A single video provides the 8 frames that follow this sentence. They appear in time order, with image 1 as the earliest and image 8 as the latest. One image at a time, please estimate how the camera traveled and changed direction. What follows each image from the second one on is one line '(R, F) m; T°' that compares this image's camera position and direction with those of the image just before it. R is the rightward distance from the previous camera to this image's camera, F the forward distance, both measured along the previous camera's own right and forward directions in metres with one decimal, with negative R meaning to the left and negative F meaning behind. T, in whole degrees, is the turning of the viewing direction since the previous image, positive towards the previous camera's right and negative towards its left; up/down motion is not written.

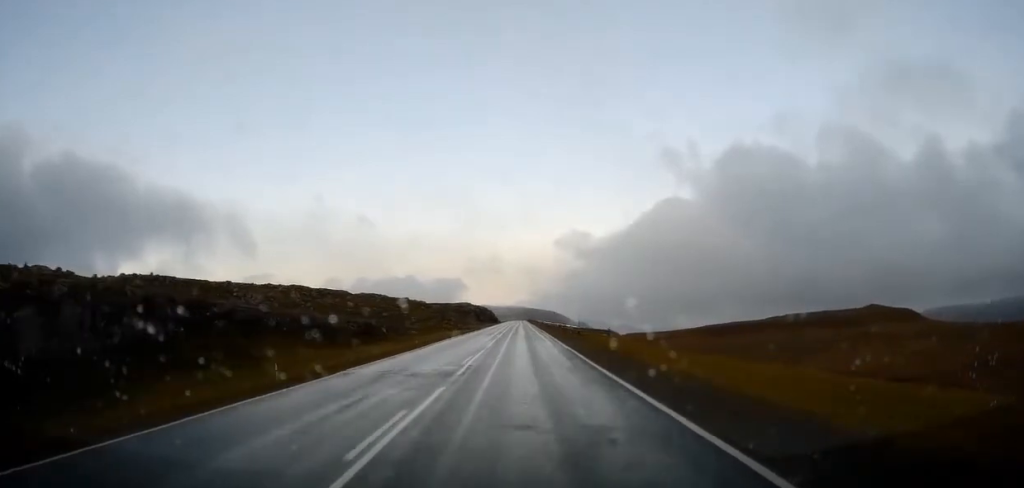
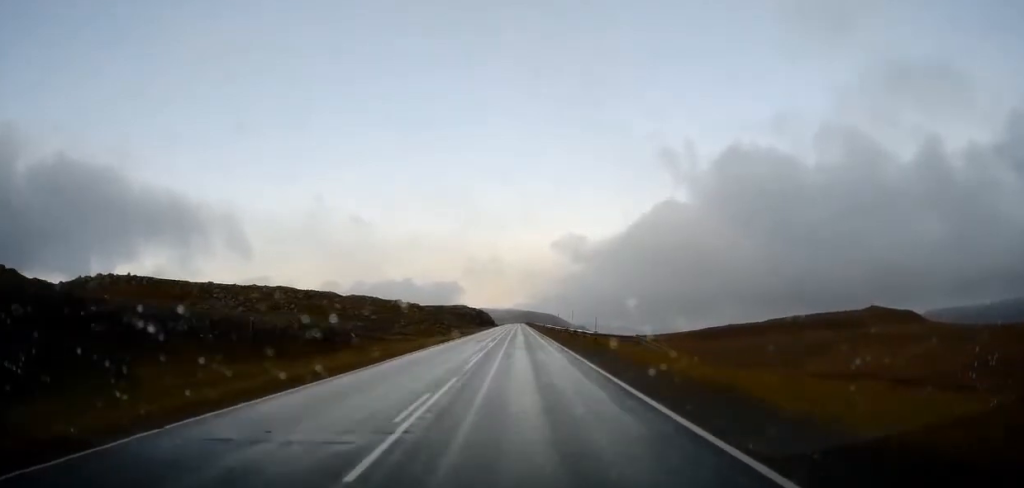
(-0.2, +9.8) m; -1°
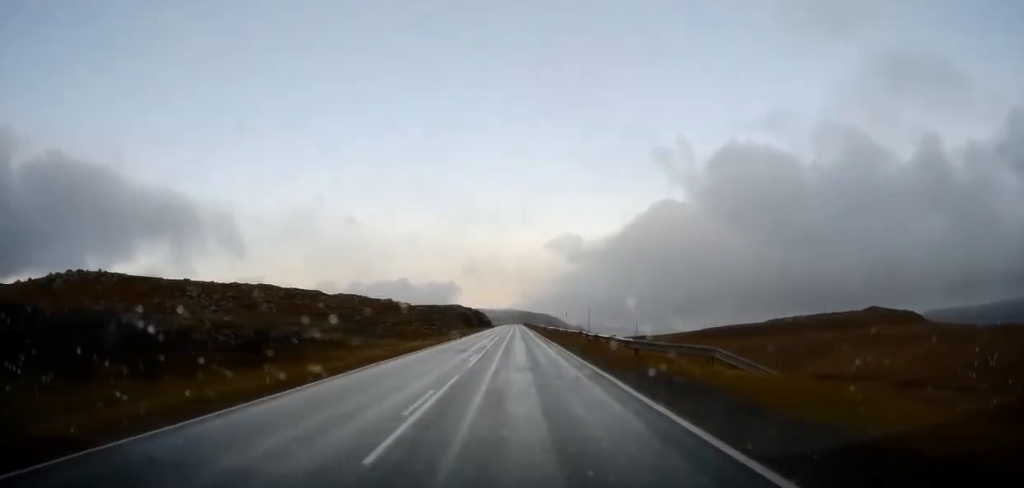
(0.0, +11.5) m; +1°
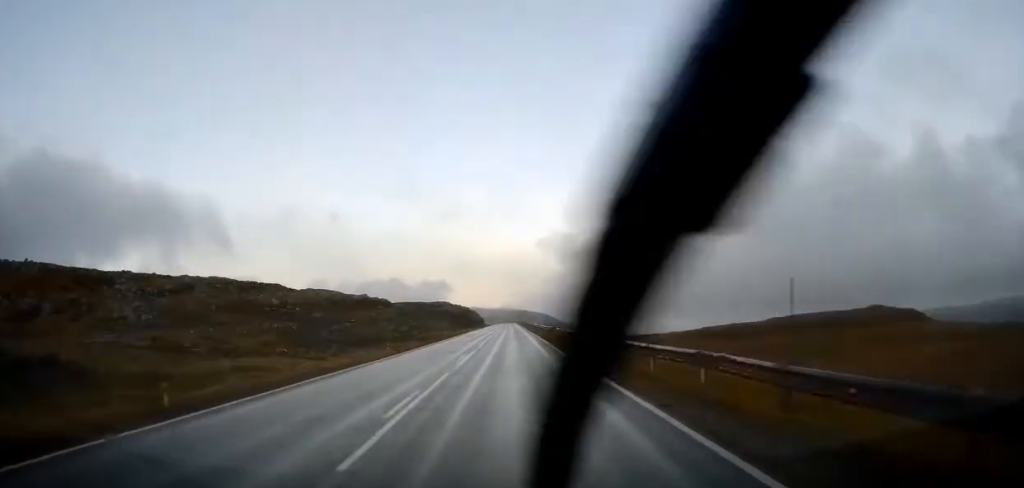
(+0.6, +24.9) m; +3°
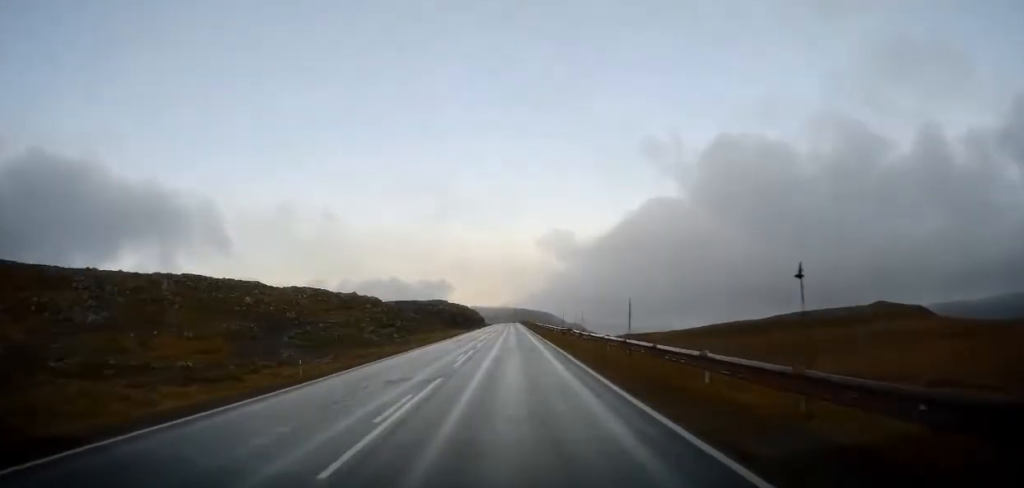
(+0.1, +12.8) m; -1°
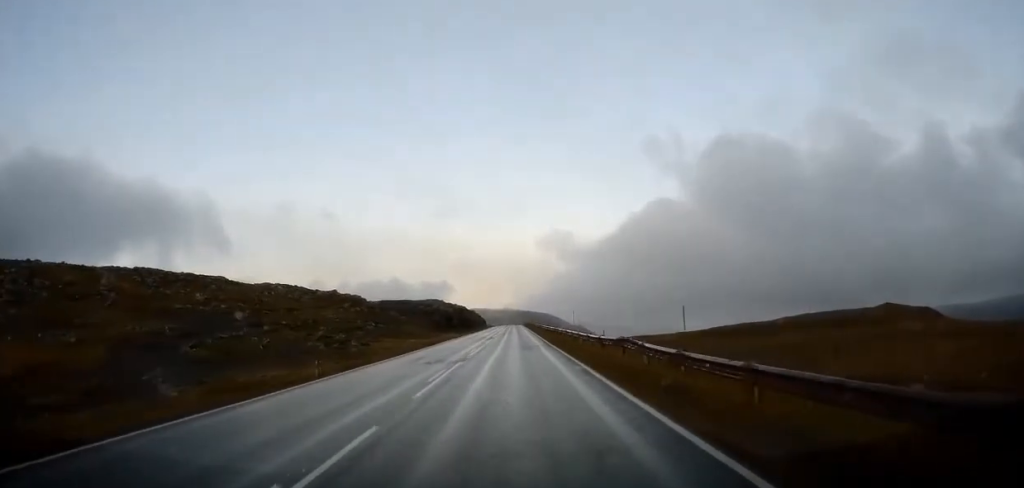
(-0.4, +18.5) m; 0°
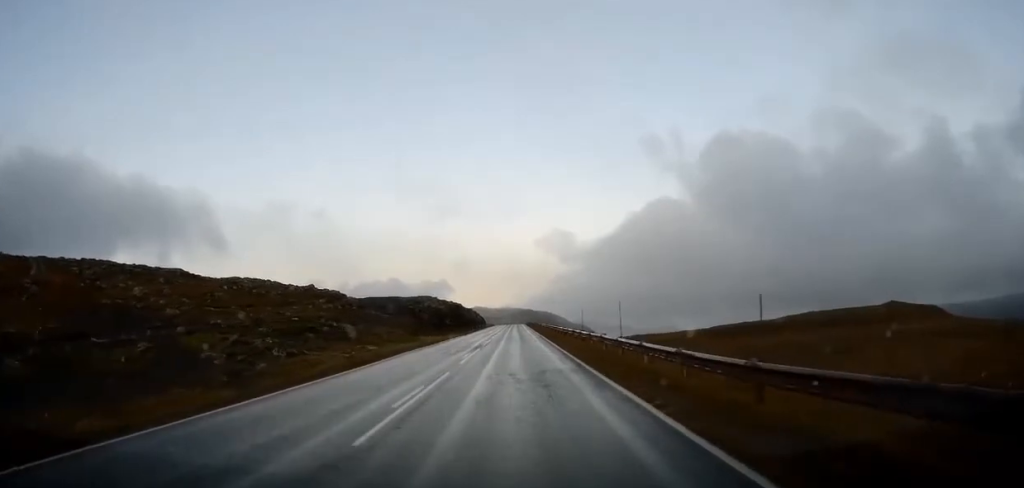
(+0.3, +16.1) m; +1°
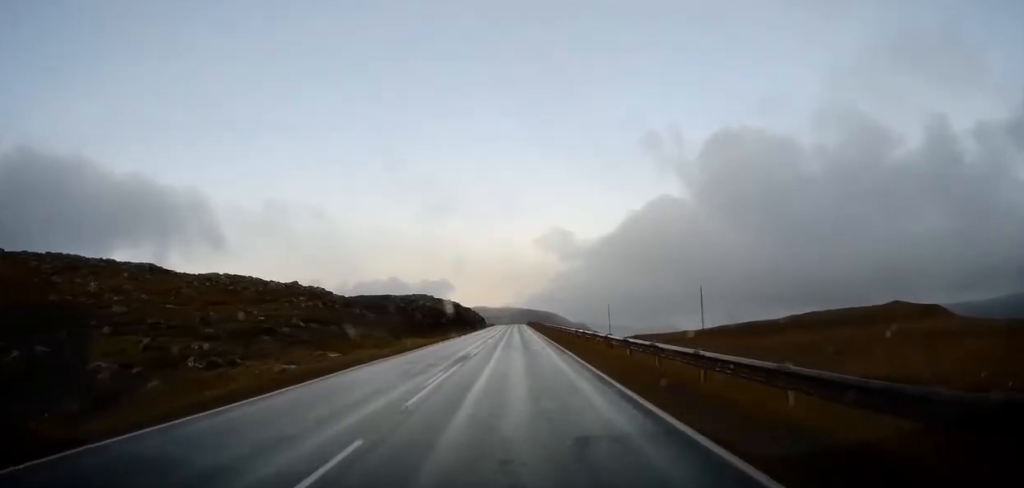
(+0.2, +9.2) m; 0°
